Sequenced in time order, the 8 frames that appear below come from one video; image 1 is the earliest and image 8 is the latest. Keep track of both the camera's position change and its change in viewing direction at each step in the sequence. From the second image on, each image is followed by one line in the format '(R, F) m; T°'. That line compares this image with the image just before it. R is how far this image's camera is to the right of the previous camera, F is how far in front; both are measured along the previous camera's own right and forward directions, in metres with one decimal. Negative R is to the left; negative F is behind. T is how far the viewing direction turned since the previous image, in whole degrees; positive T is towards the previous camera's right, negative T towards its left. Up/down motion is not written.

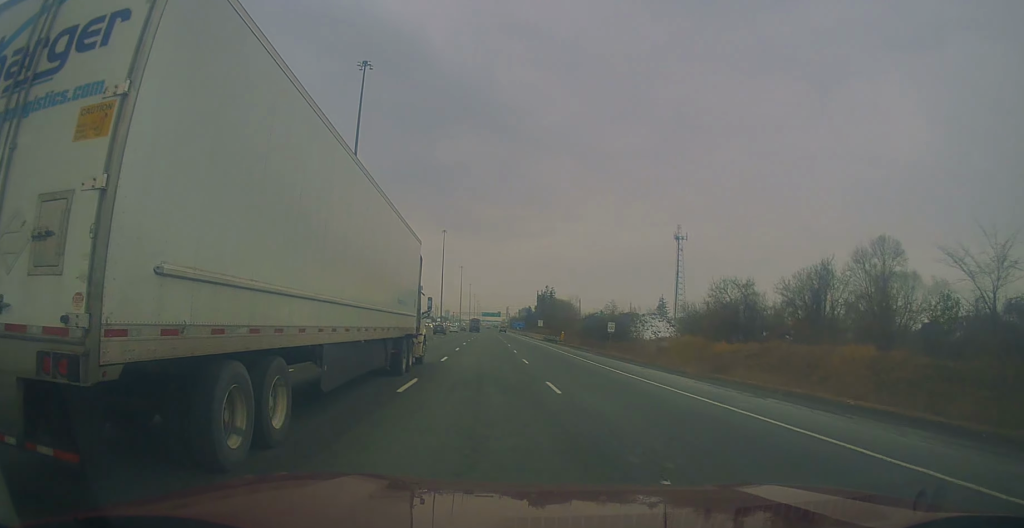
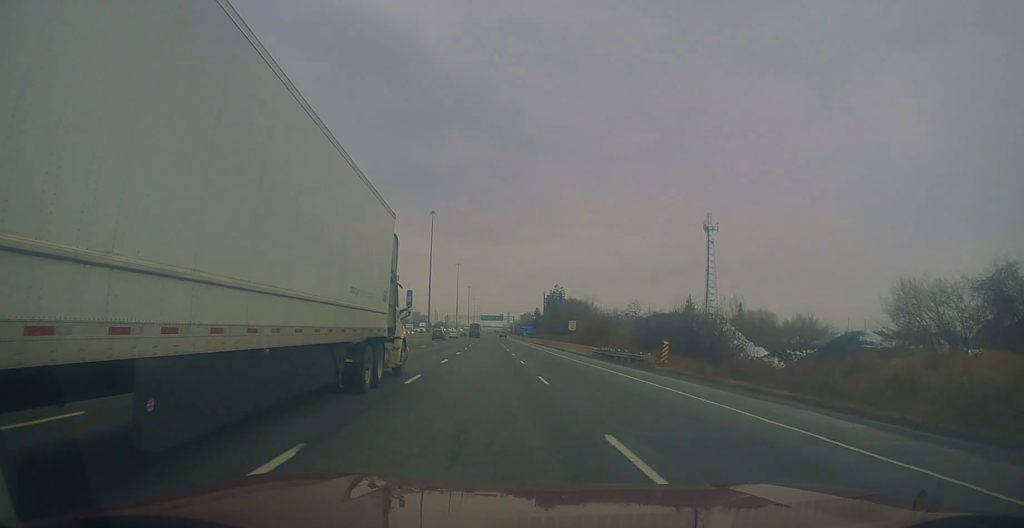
(+0.4, +45.2) m; 0°
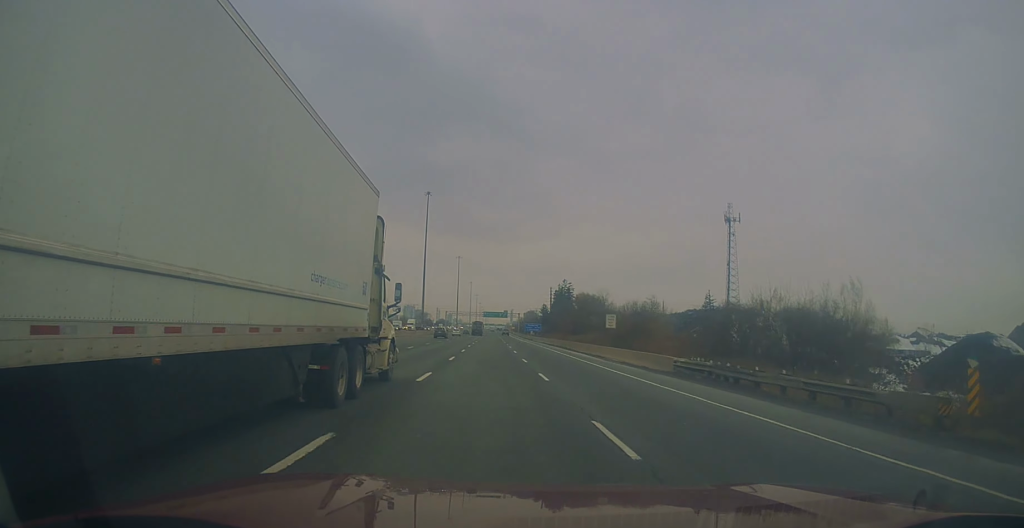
(-0.2, +22.2) m; -1°
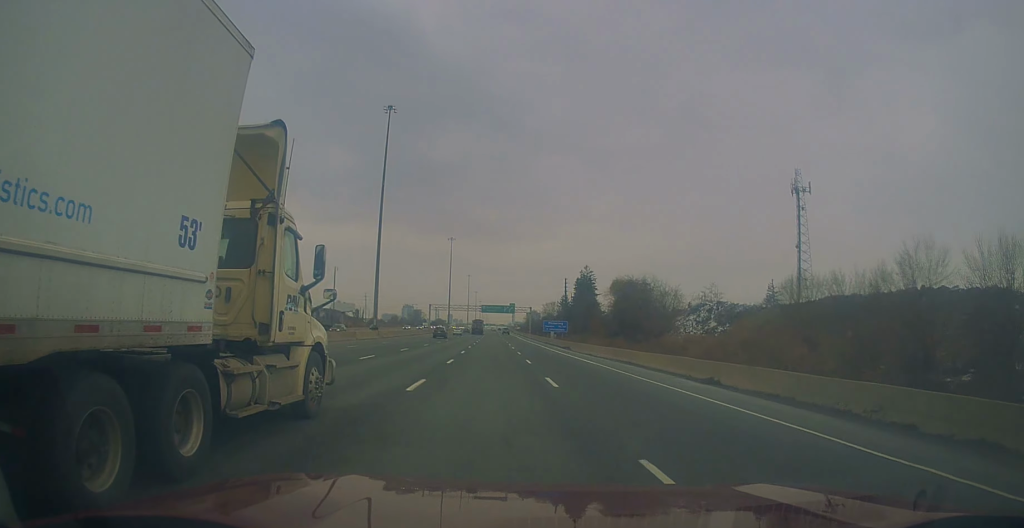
(-0.5, +61.8) m; 0°
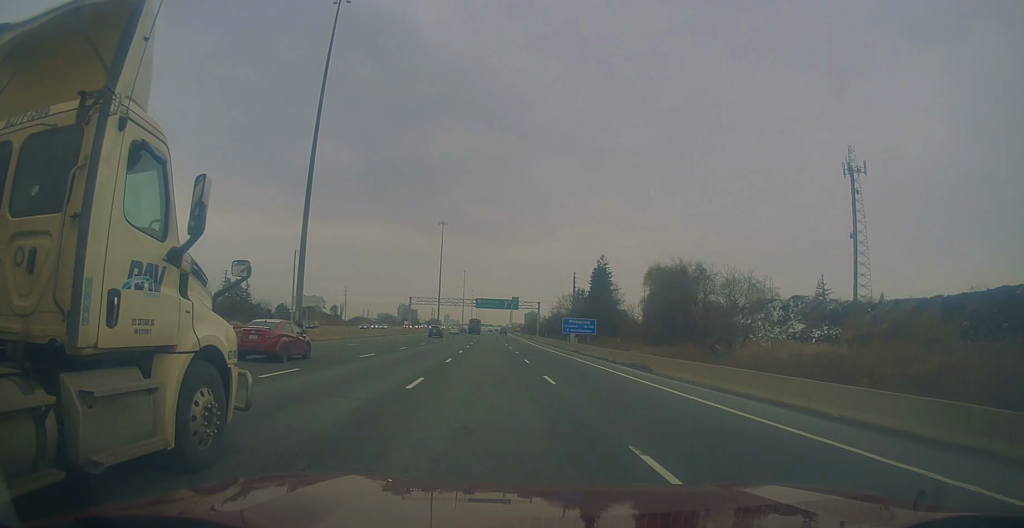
(+0.1, +35.3) m; +1°
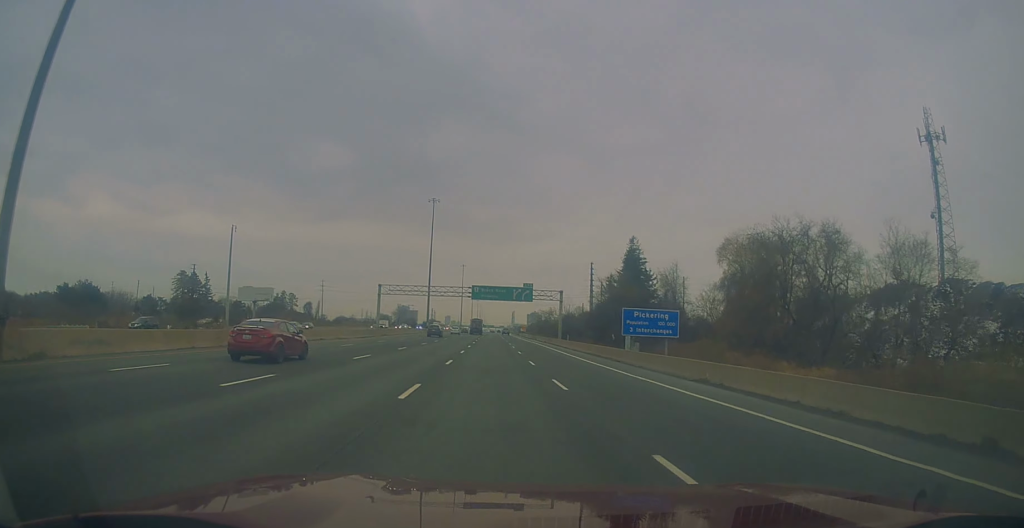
(+0.3, +37.5) m; 0°
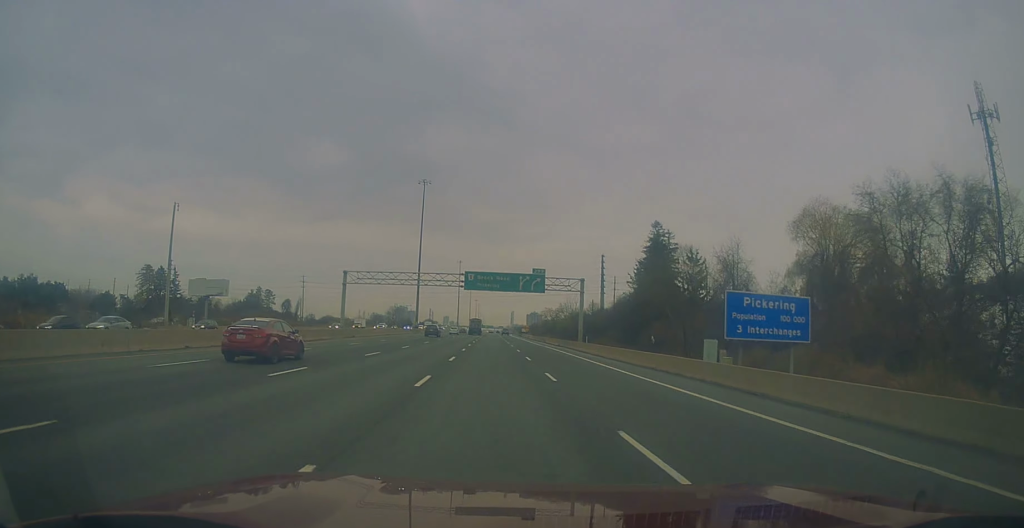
(-0.1, +21.5) m; 0°
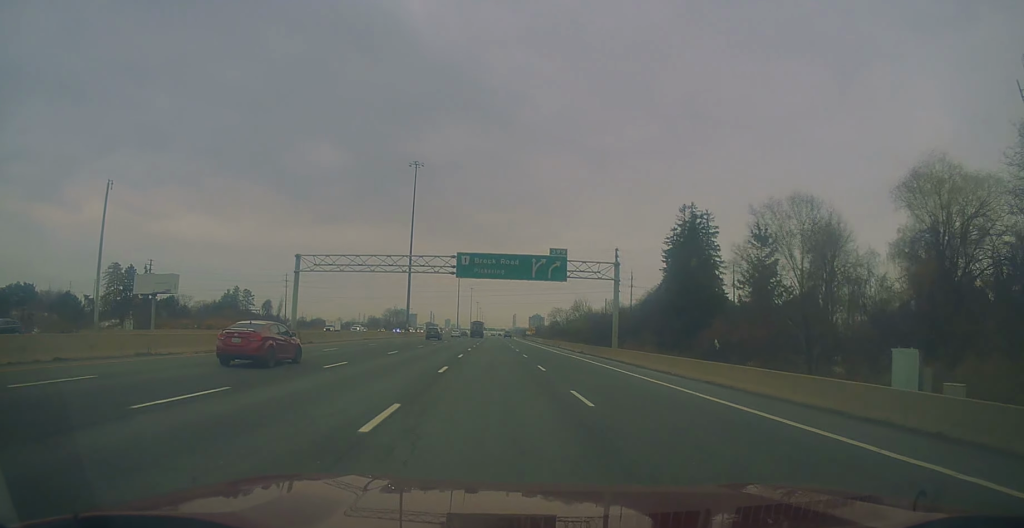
(-0.3, +18.2) m; 0°
